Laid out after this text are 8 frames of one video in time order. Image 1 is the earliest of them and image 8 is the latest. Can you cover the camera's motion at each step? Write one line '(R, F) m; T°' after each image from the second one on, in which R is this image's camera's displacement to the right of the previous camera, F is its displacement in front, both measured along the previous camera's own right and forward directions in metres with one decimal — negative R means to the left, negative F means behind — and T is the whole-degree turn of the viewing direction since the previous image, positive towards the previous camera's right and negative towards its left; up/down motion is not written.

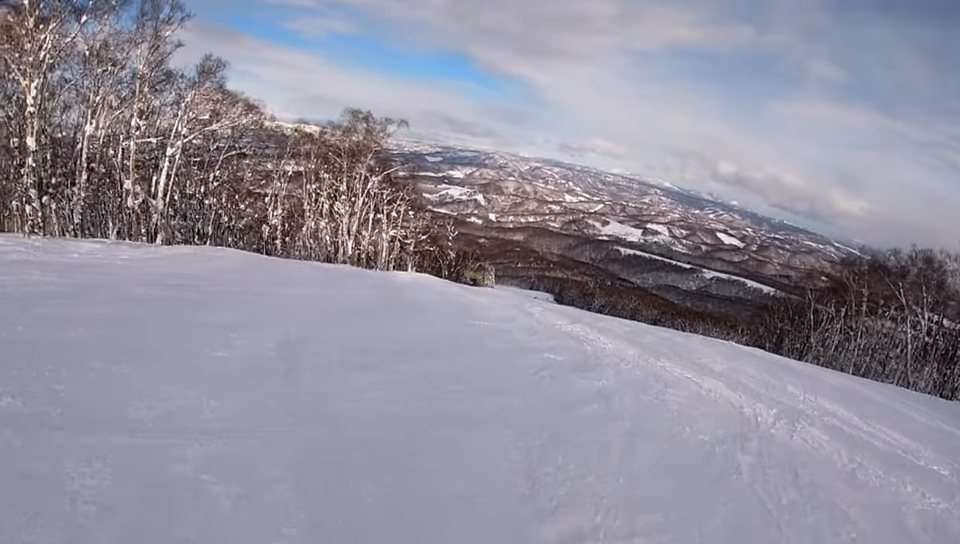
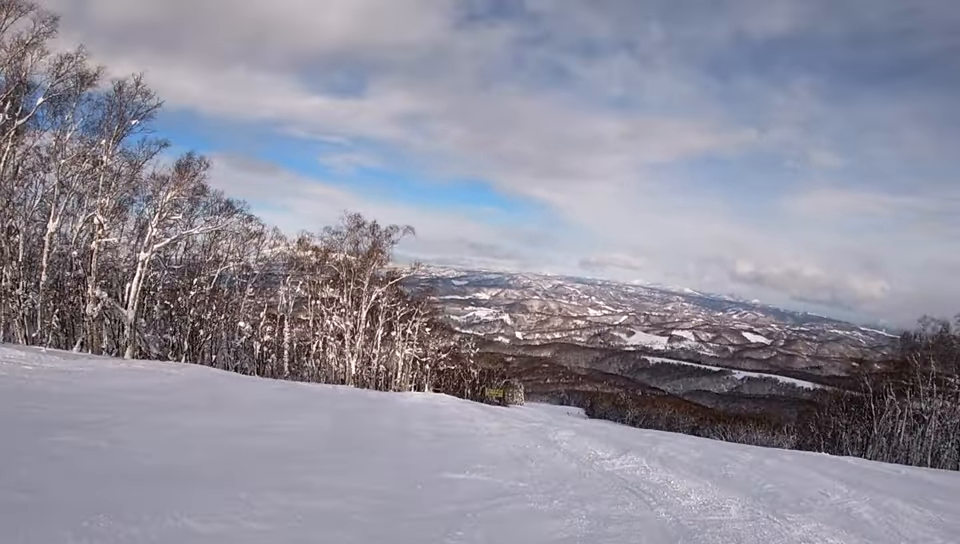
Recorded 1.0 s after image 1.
(-1.6, +6.5) m; -9°
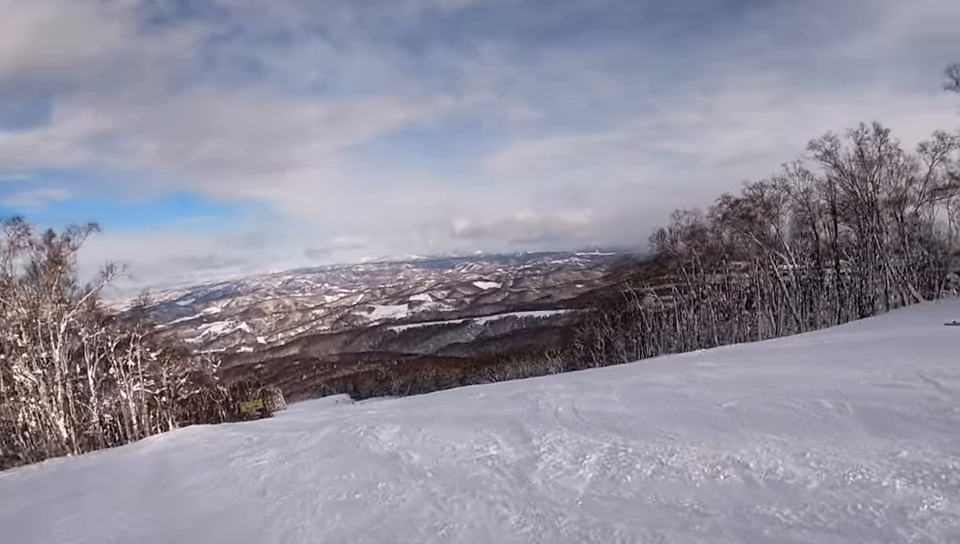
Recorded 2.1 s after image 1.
(+0.8, +6.6) m; +24°
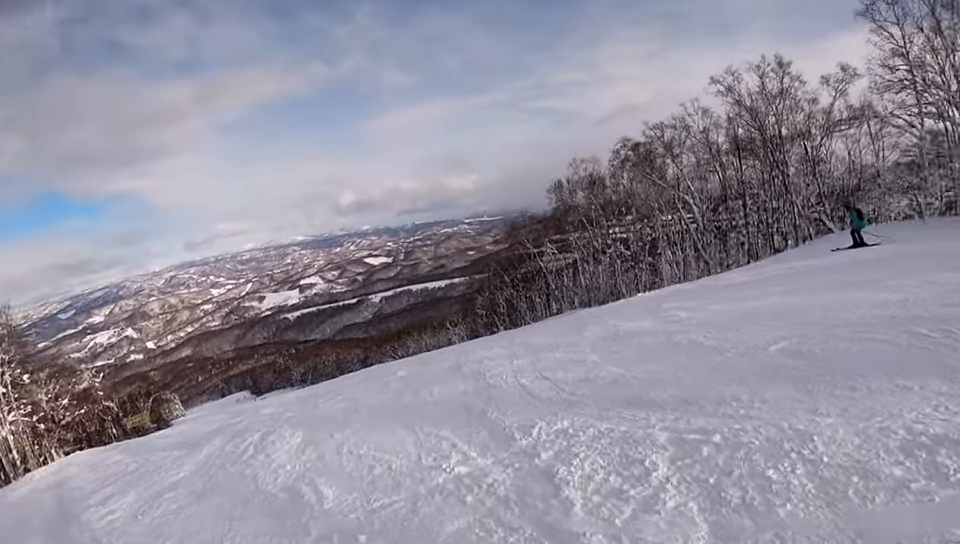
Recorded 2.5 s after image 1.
(+0.6, +2.6) m; +14°
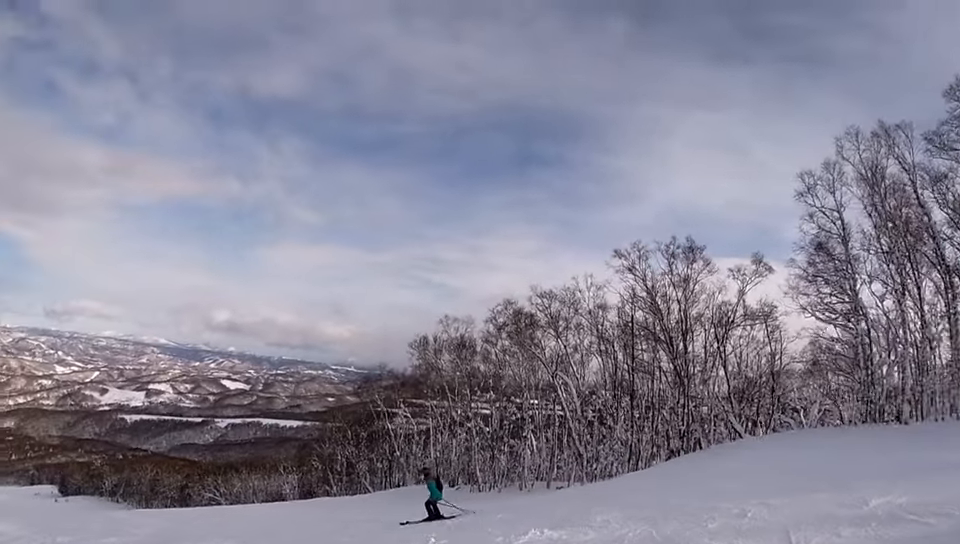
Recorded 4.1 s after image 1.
(+3.3, +8.3) m; +28°
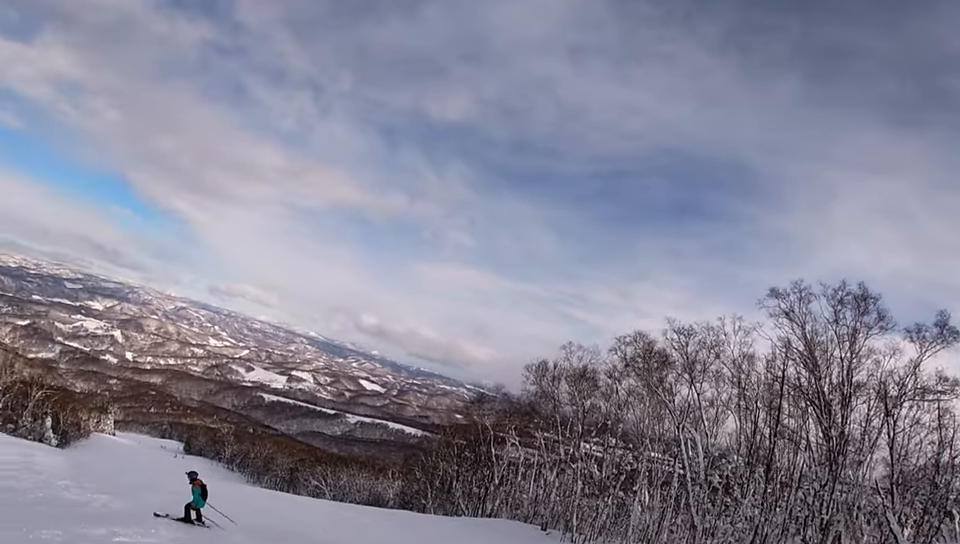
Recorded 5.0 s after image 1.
(0.0, +5.4) m; -20°
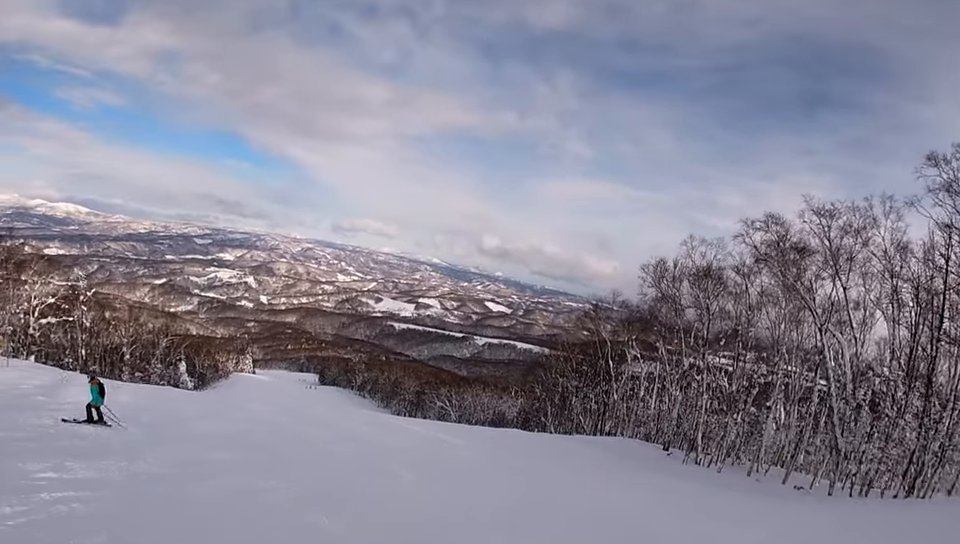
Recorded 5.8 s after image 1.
(-1.3, +4.0) m; -31°
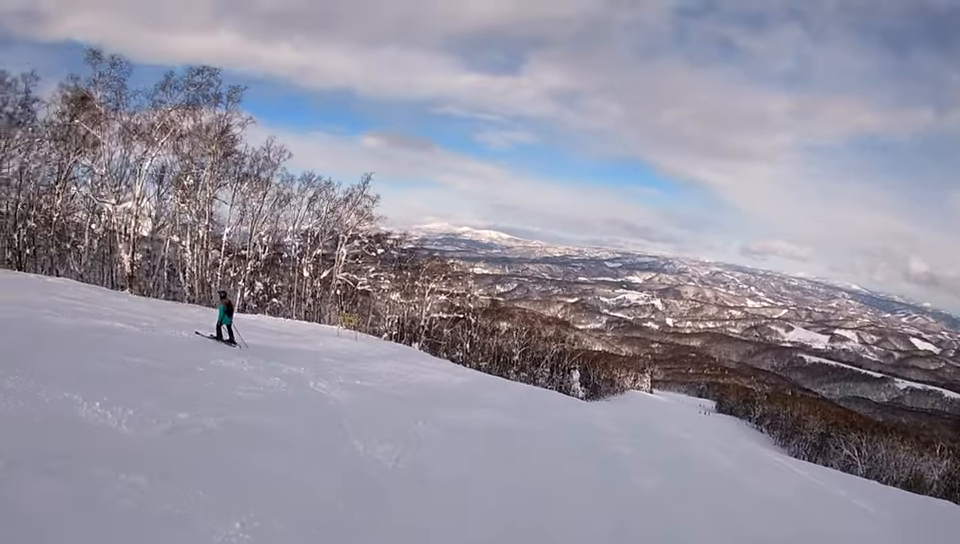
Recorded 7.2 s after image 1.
(-3.0, +5.7) m; -53°
